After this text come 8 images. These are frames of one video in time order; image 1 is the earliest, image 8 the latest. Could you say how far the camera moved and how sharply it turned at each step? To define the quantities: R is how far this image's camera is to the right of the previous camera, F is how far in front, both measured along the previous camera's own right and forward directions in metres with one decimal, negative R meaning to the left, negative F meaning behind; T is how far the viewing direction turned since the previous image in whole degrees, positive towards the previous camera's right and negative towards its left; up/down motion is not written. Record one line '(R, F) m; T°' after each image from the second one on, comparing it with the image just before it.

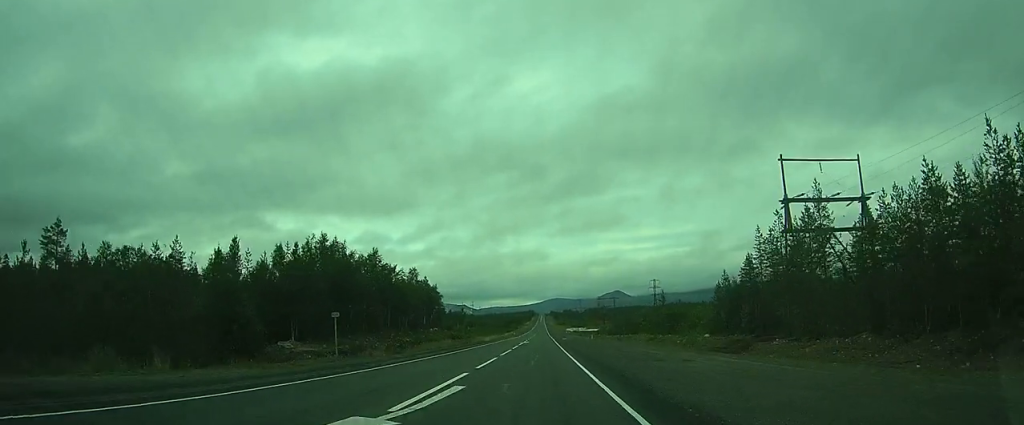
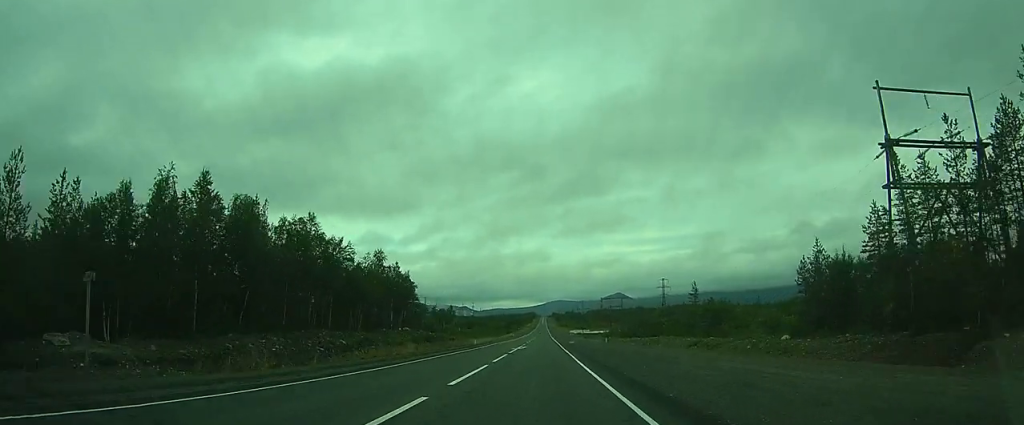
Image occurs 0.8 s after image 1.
(-0.3, +17.6) m; -1°
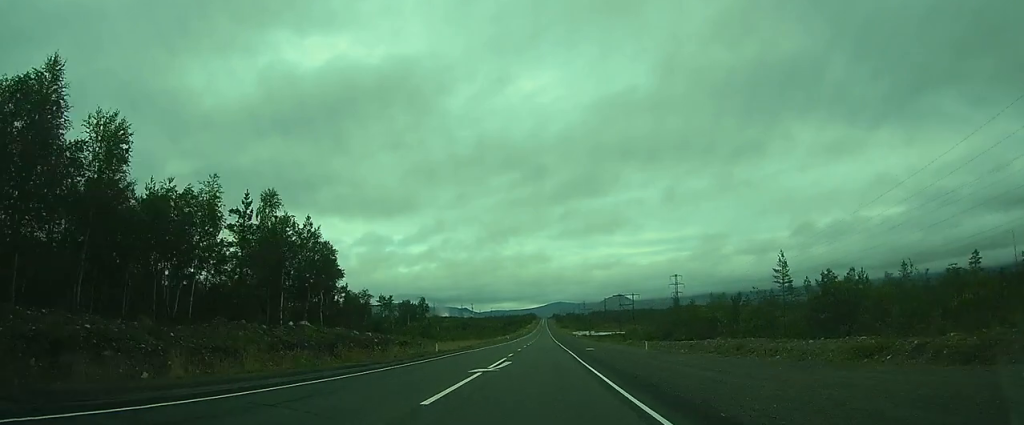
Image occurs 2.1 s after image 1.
(+0.1, +26.1) m; 0°
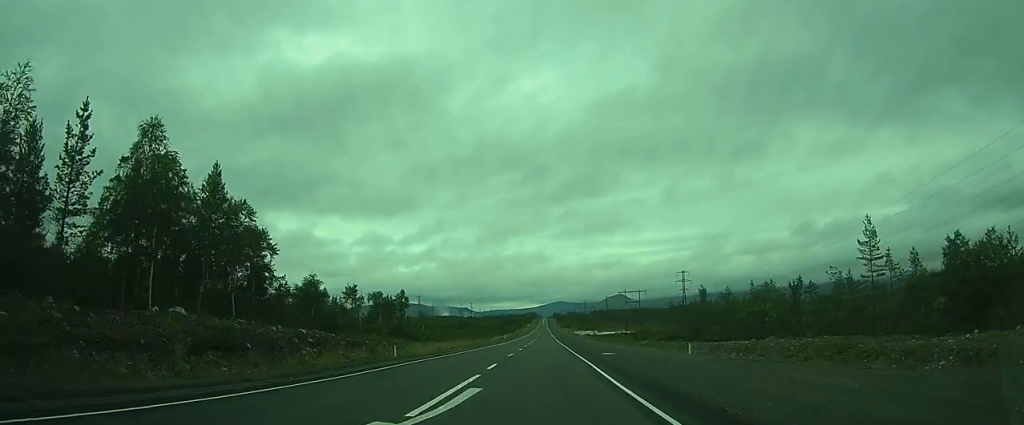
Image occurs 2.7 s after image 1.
(0.0, +12.8) m; 0°
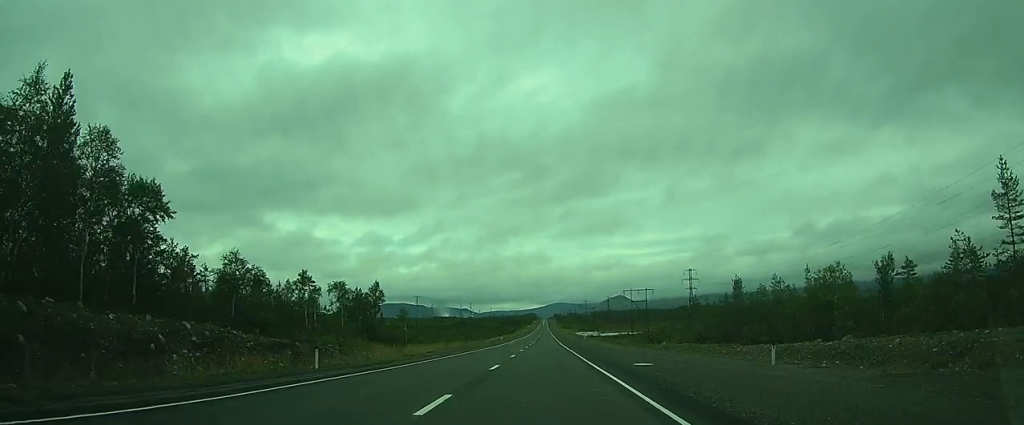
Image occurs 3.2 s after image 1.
(0.0, +11.4) m; 0°
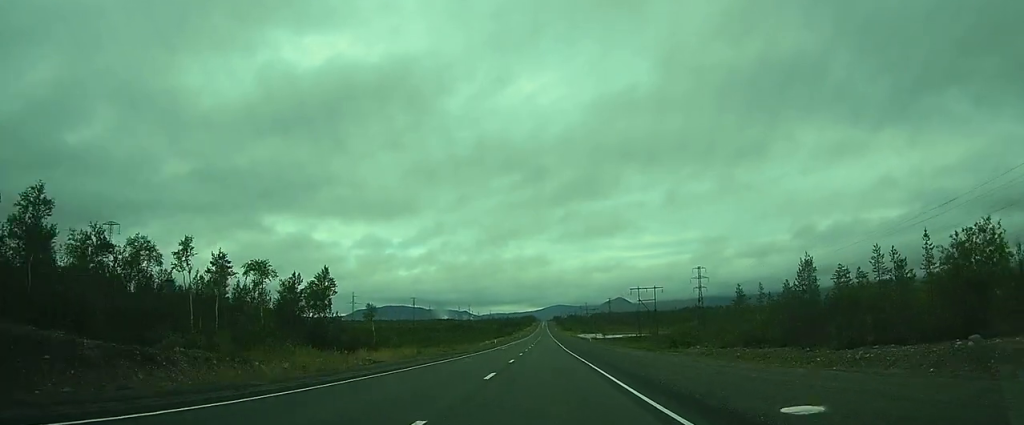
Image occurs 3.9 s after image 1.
(0.0, +14.3) m; 0°
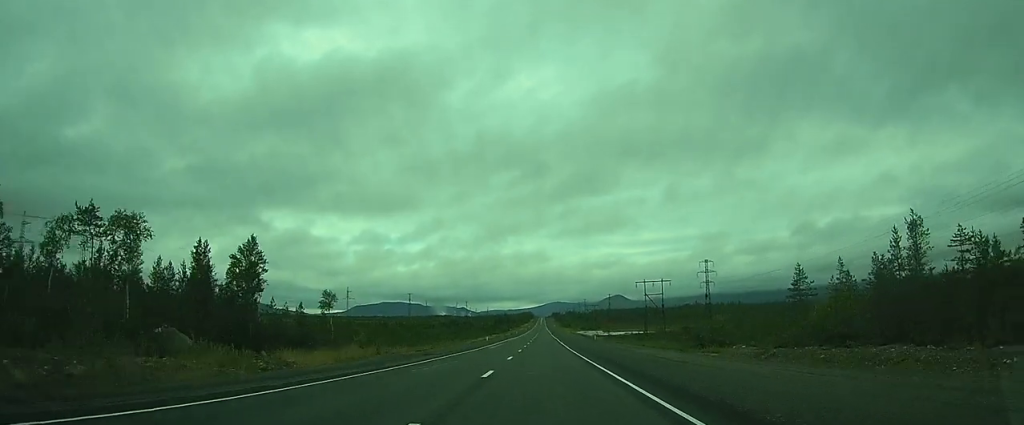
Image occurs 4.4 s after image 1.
(-0.1, +12.1) m; 0°
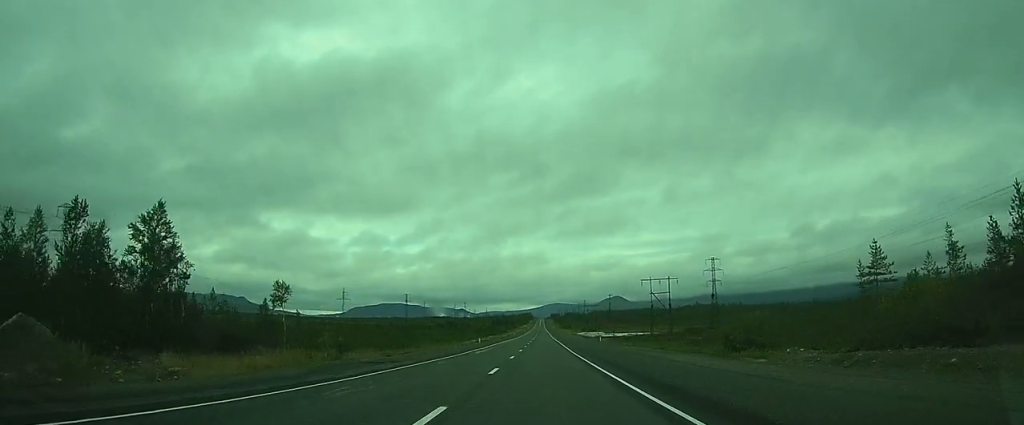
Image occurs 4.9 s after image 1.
(0.0, +9.3) m; 0°
